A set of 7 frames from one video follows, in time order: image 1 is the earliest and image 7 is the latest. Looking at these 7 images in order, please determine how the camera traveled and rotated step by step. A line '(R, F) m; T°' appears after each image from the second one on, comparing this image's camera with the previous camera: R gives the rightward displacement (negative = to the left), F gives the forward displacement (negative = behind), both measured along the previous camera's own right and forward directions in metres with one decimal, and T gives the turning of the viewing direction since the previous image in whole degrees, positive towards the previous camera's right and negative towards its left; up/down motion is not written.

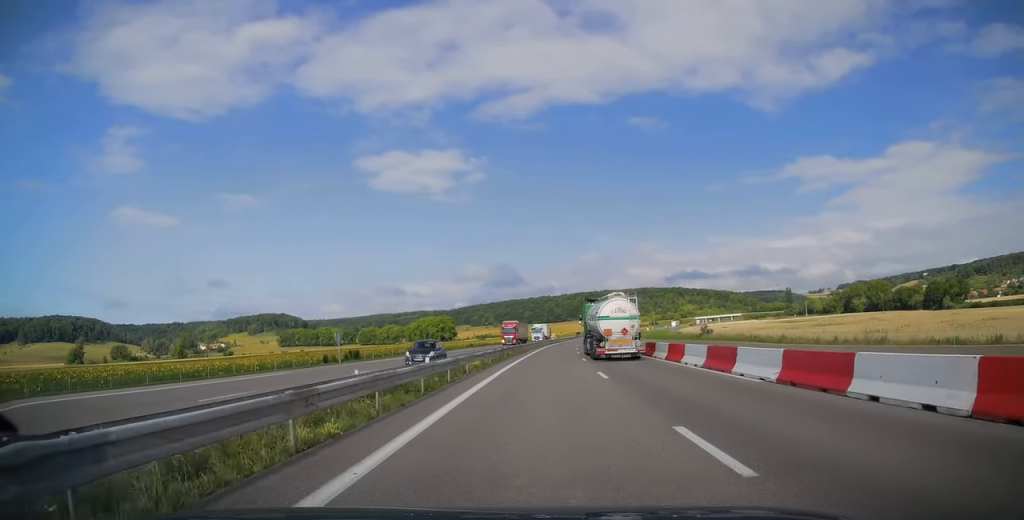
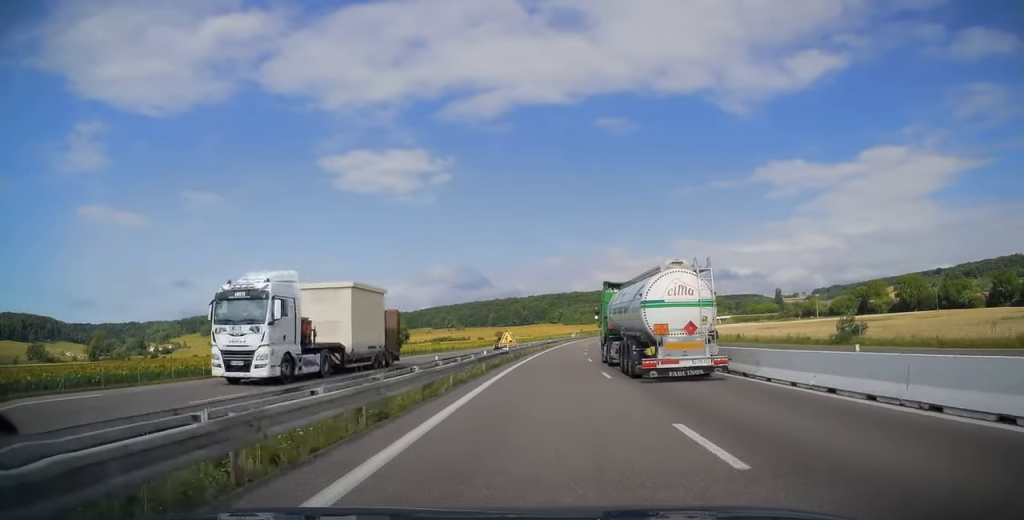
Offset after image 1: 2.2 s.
(+2.2, +65.2) m; +3°
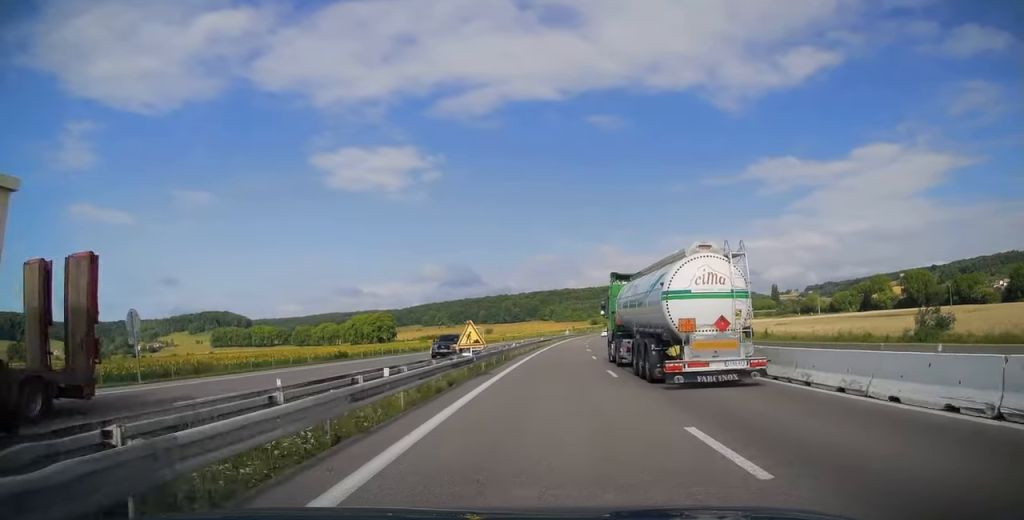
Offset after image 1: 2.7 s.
(+0.1, +13.6) m; +1°
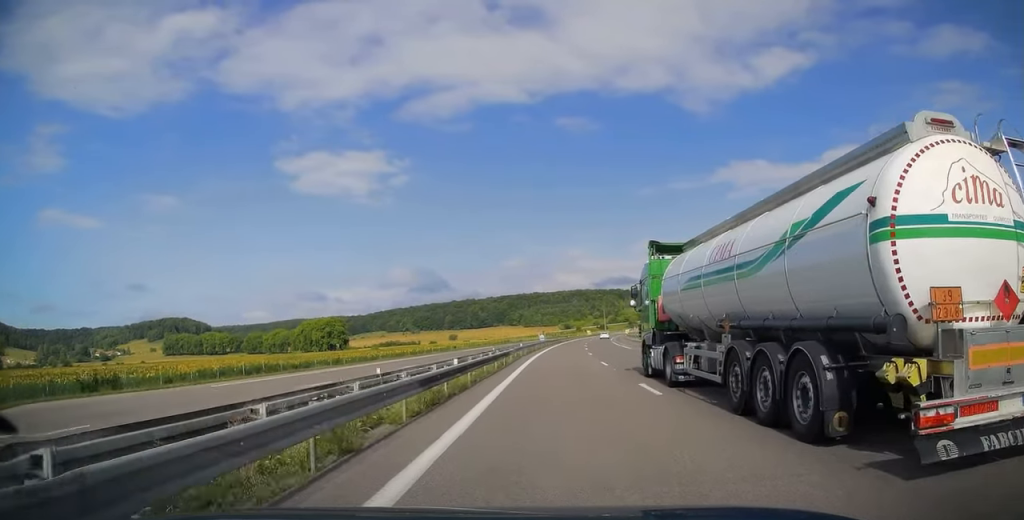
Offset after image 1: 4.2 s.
(+1.0, +44.8) m; +3°
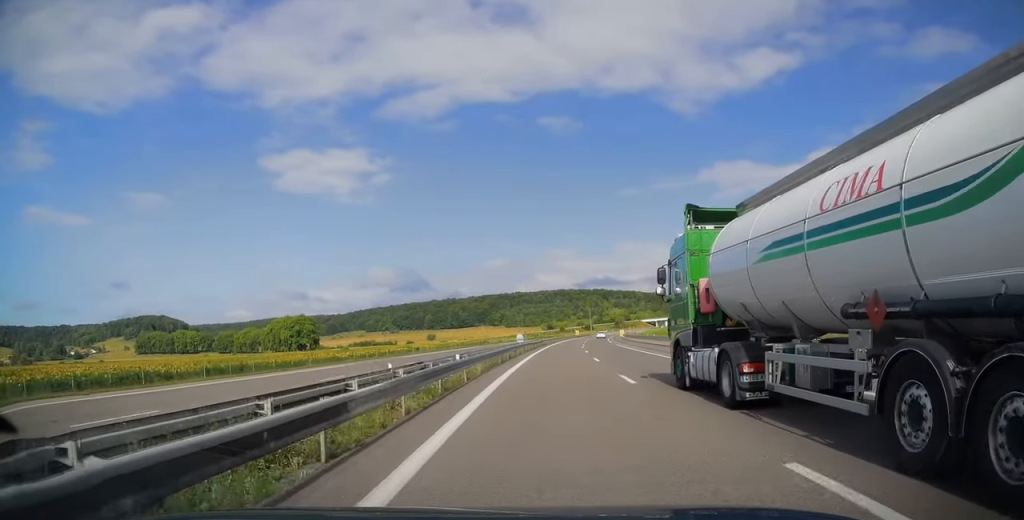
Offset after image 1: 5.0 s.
(+0.3, +23.4) m; +2°
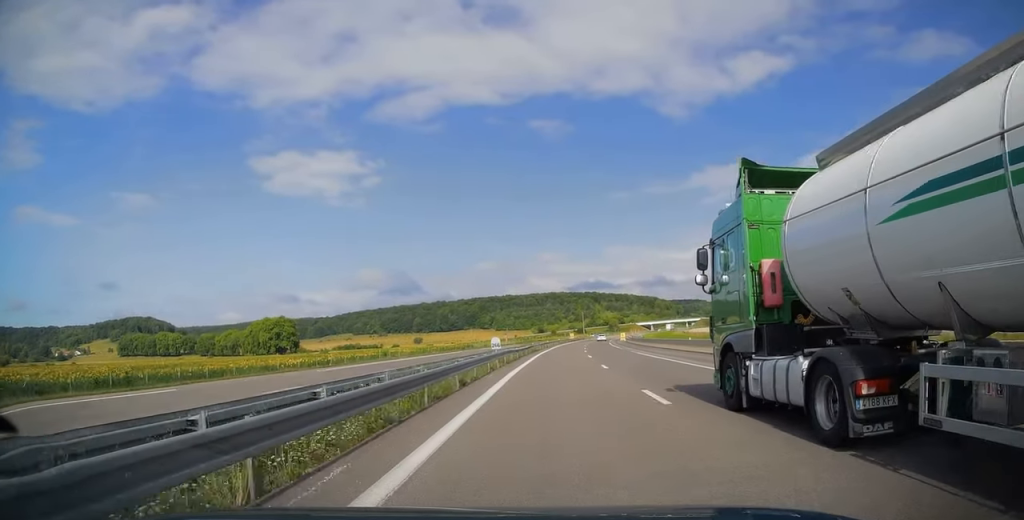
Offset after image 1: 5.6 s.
(+0.2, +17.6) m; +2°
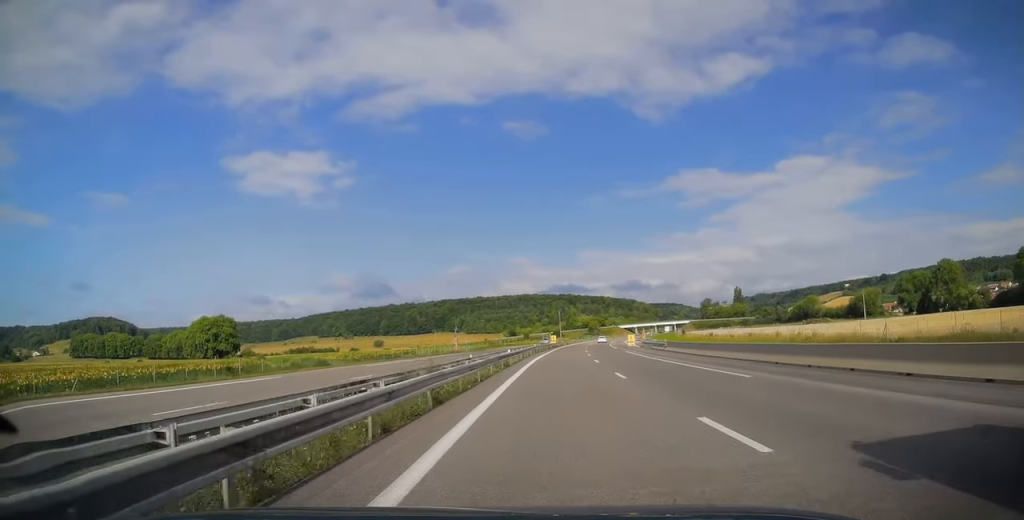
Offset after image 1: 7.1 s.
(+1.4, +44.4) m; +3°
